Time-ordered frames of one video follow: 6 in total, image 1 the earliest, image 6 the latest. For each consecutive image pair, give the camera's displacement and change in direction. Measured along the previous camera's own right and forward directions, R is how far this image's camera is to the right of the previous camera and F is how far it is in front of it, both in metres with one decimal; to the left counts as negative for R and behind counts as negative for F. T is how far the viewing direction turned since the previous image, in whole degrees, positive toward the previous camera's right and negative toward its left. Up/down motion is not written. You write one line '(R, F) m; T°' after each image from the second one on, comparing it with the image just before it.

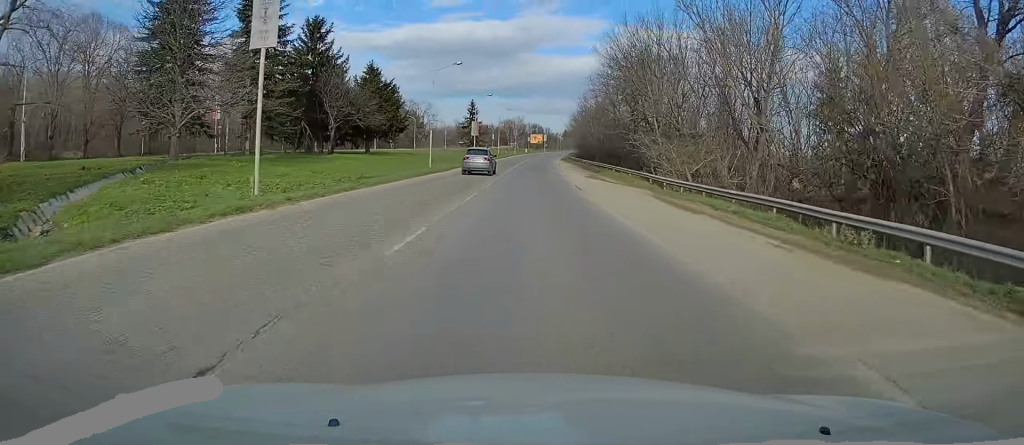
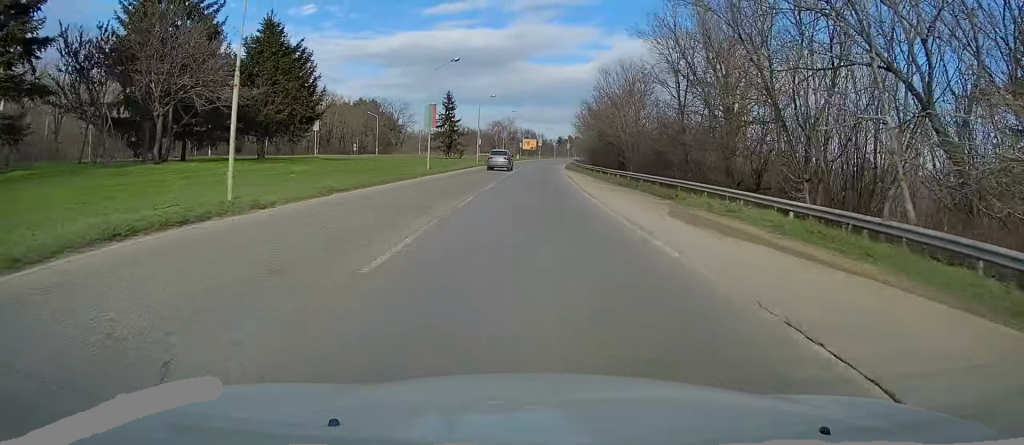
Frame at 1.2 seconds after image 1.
(+0.1, +28.5) m; +1°
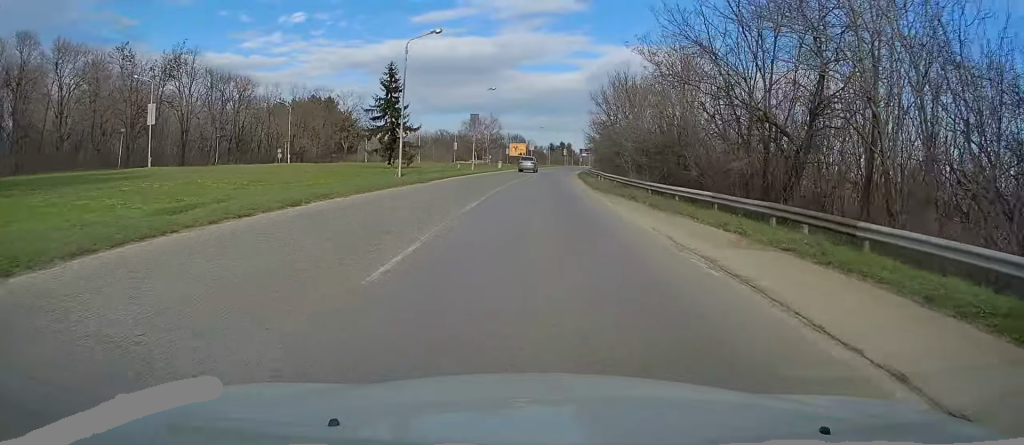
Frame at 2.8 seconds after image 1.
(+0.3, +36.8) m; +1°
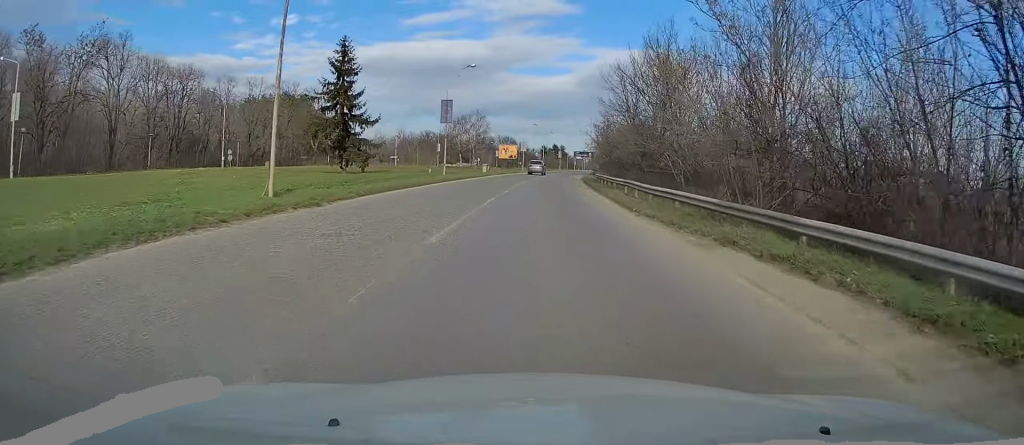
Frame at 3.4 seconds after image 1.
(+0.1, +14.7) m; +1°
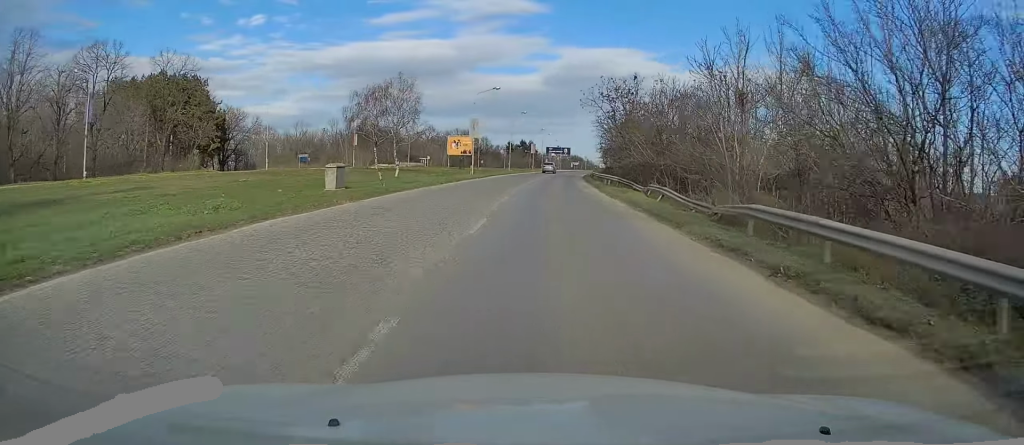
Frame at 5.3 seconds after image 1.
(+0.7, +44.3) m; +2°
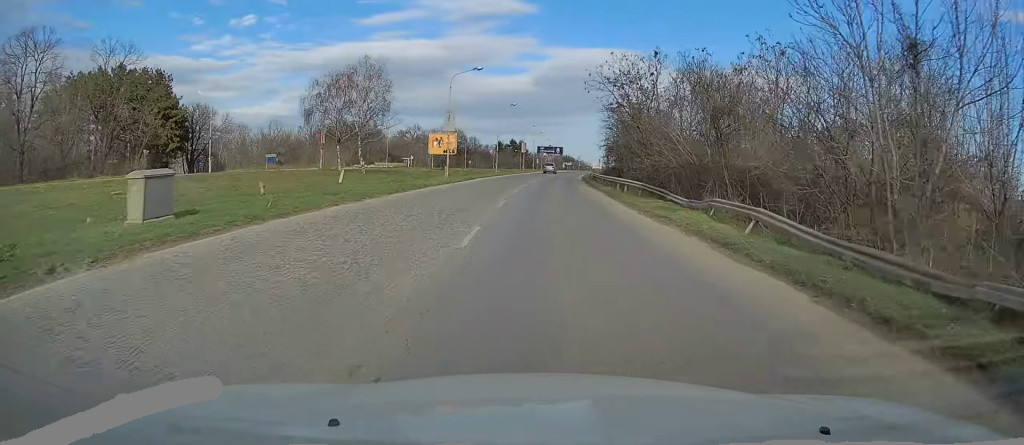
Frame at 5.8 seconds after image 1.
(+0.1, +10.8) m; +1°
